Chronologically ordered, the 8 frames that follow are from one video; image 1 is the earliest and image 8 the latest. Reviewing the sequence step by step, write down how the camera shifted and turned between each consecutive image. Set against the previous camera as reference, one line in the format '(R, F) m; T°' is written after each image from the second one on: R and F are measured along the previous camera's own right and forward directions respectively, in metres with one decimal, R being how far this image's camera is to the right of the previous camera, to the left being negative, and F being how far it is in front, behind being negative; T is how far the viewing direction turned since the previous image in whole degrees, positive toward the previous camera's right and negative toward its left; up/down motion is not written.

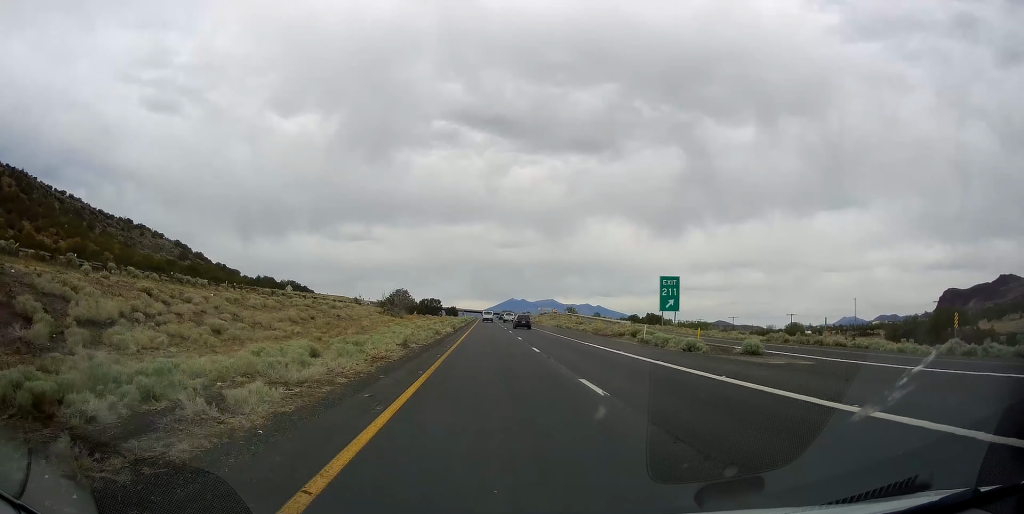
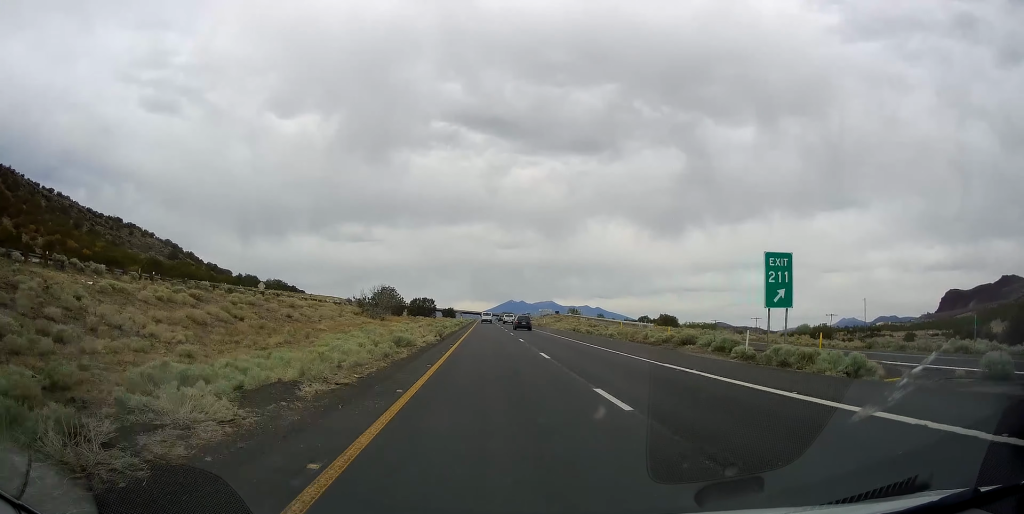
(-0.1, +15.0) m; 0°
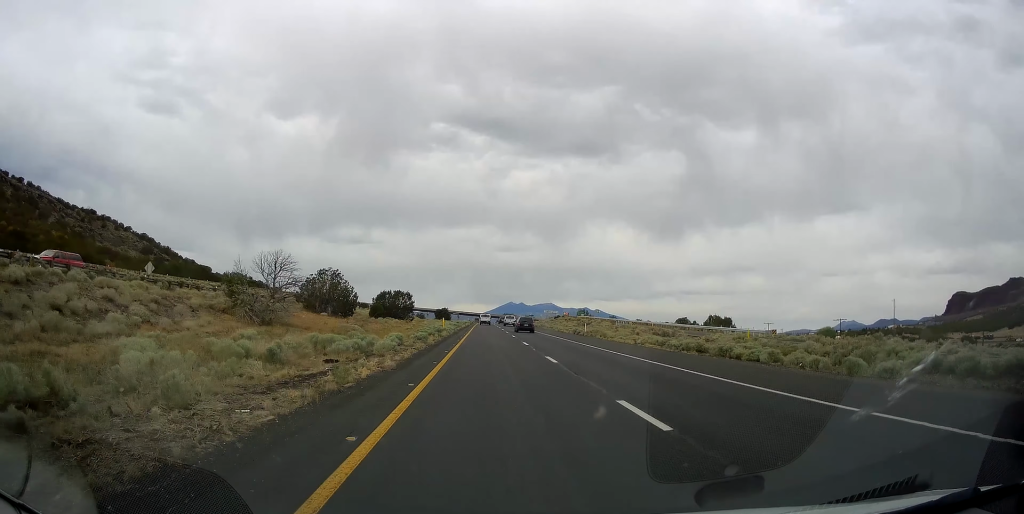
(-0.1, +36.9) m; 0°
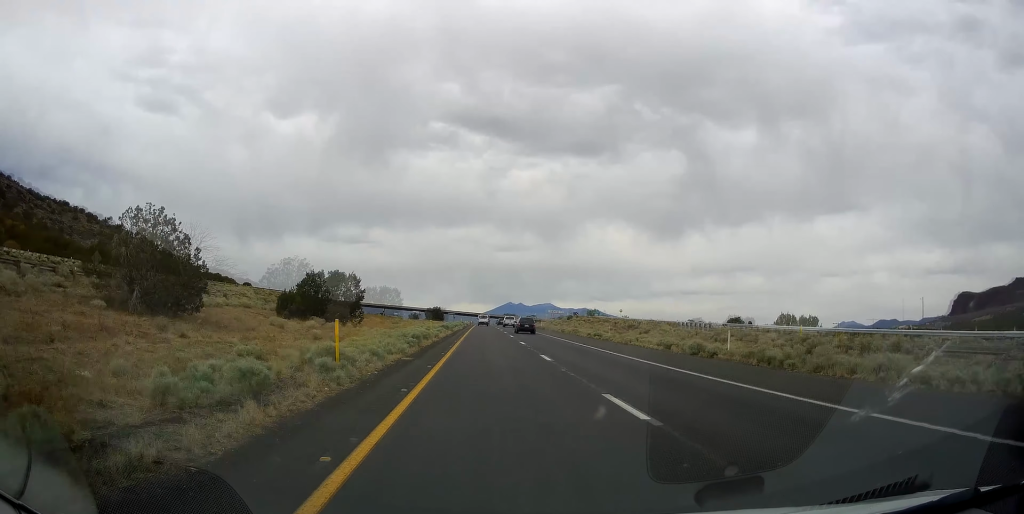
(+0.1, +30.3) m; 0°
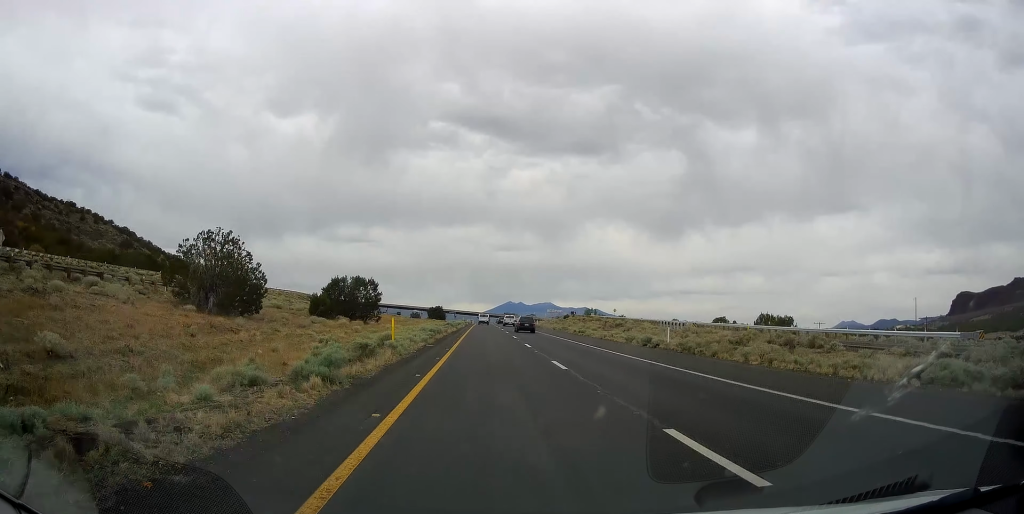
(-0.1, +19.2) m; 0°
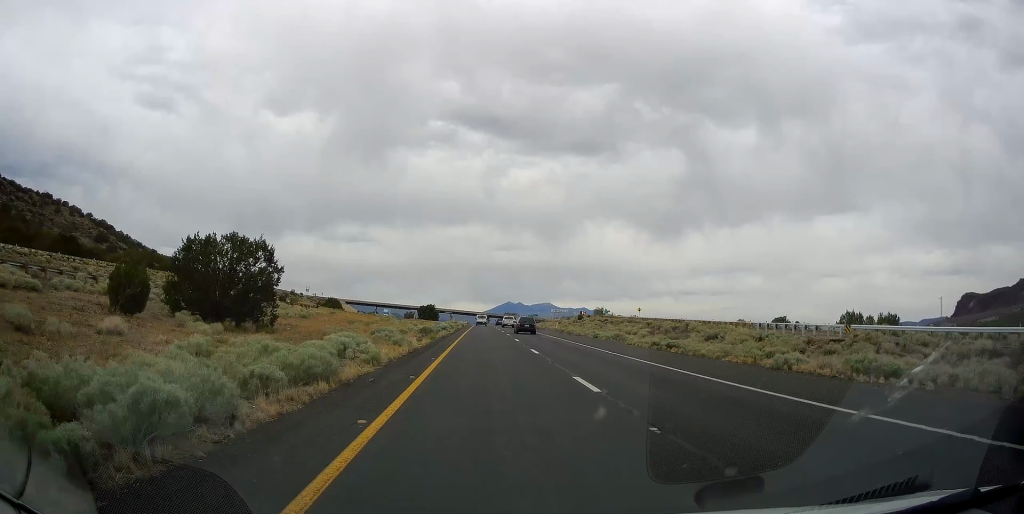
(0.0, +25.8) m; 0°
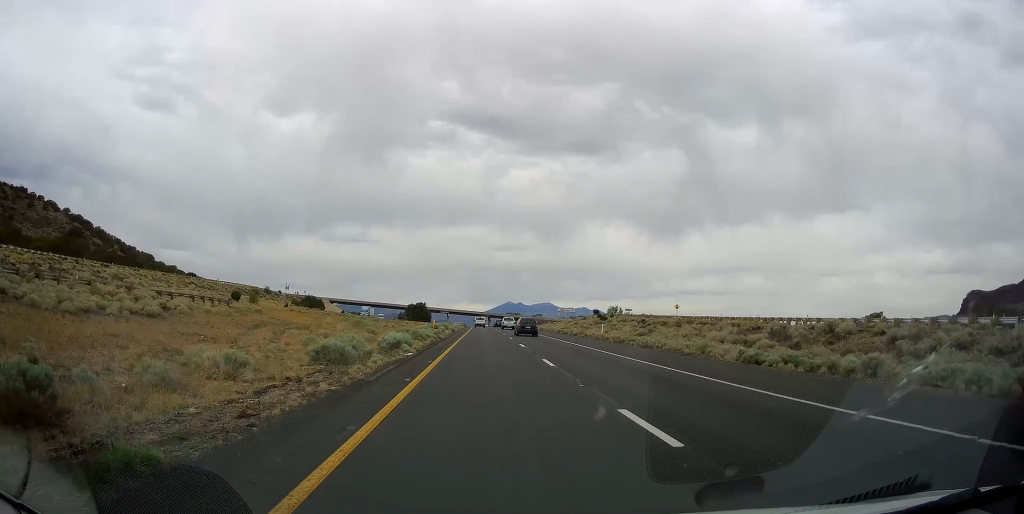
(+0.2, +27.7) m; 0°
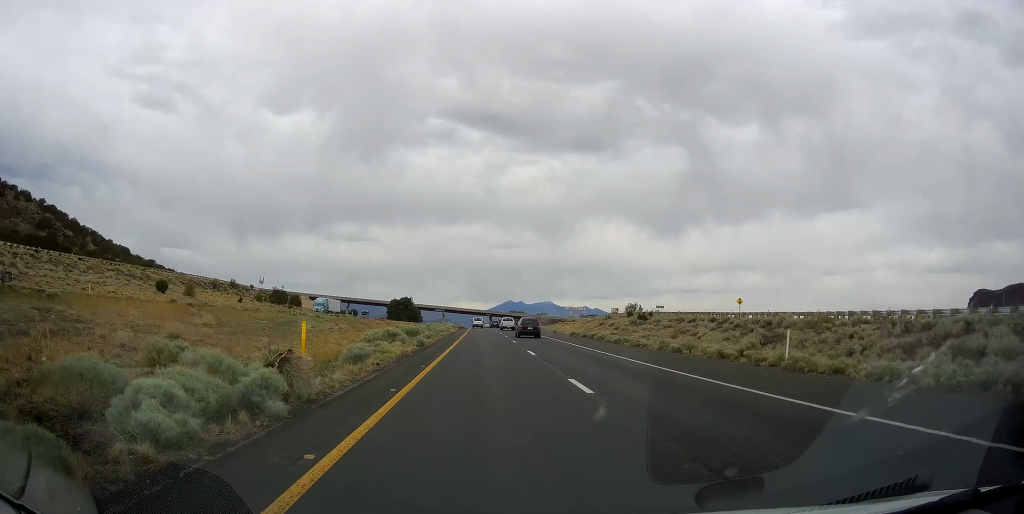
(+0.1, +30.0) m; 0°
